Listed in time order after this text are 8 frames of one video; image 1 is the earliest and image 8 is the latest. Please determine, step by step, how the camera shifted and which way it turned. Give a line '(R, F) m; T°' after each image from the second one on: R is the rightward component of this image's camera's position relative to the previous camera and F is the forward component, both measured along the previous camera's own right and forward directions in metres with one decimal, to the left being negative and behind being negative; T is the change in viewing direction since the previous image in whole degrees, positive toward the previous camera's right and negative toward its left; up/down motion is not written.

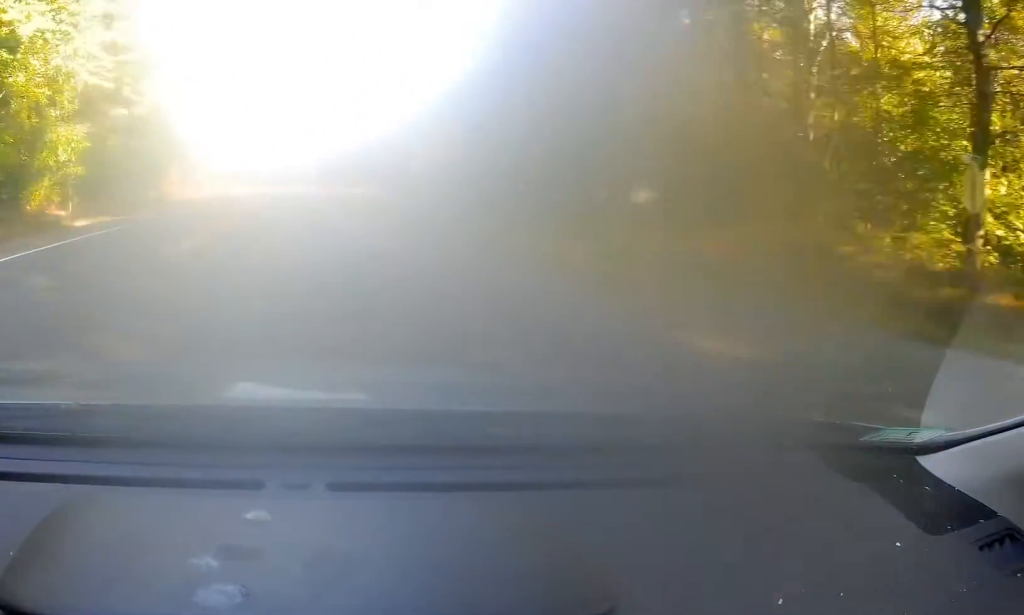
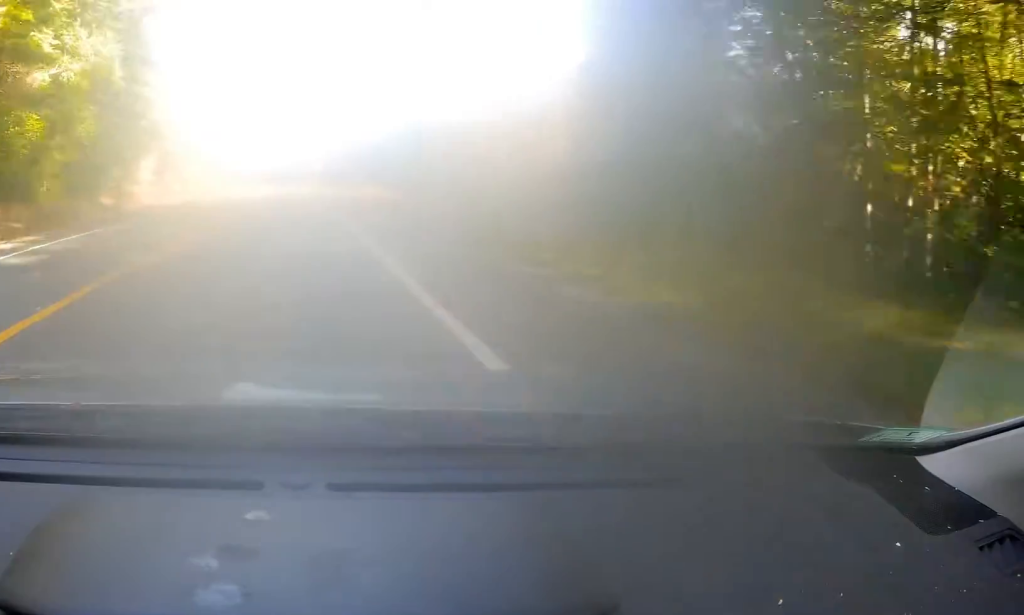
(+0.3, +15.1) m; -1°
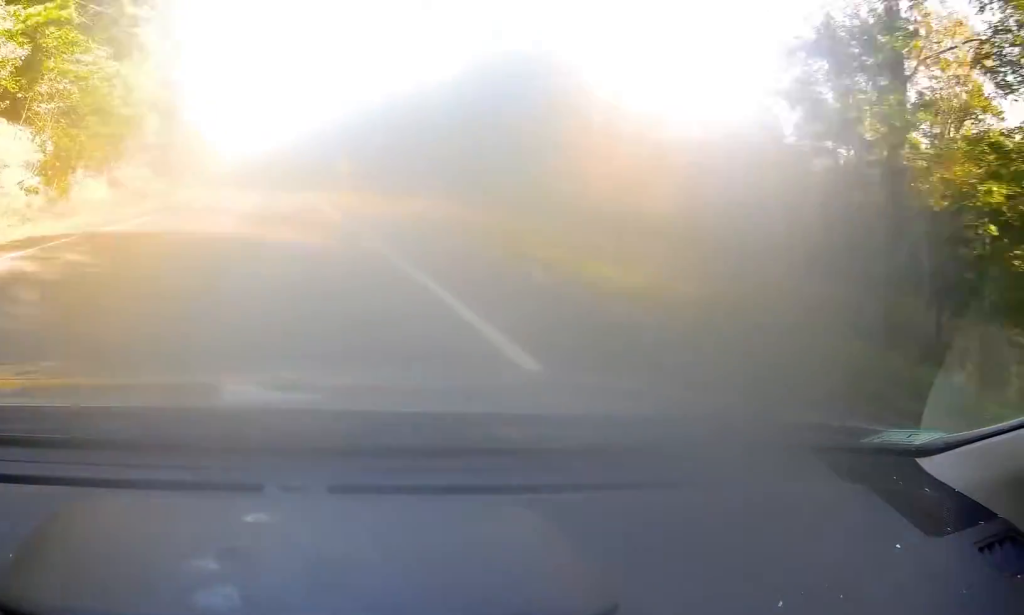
(-1.2, +32.0) m; -2°
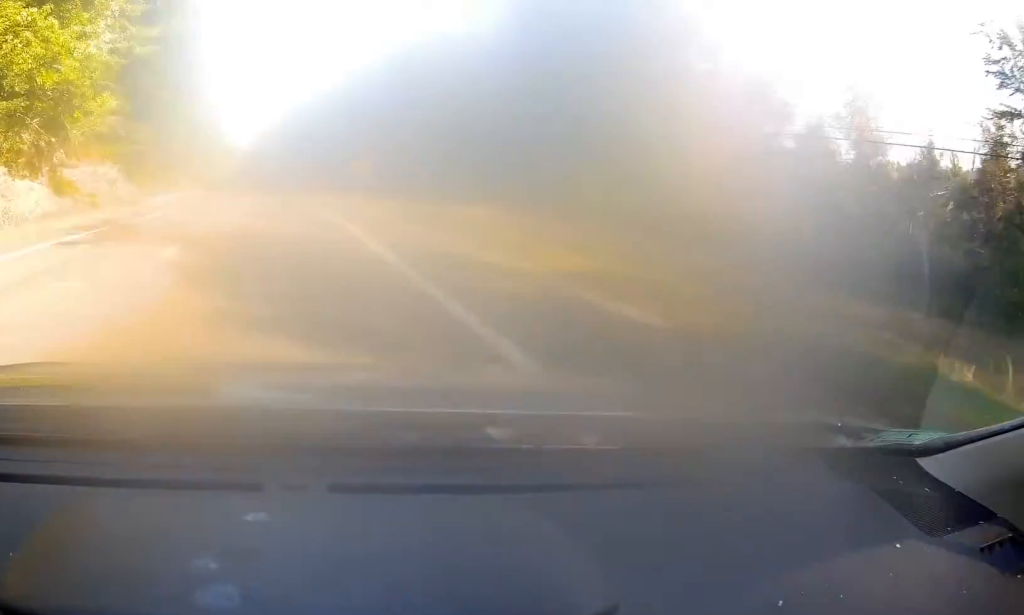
(+0.1, +13.0) m; 0°
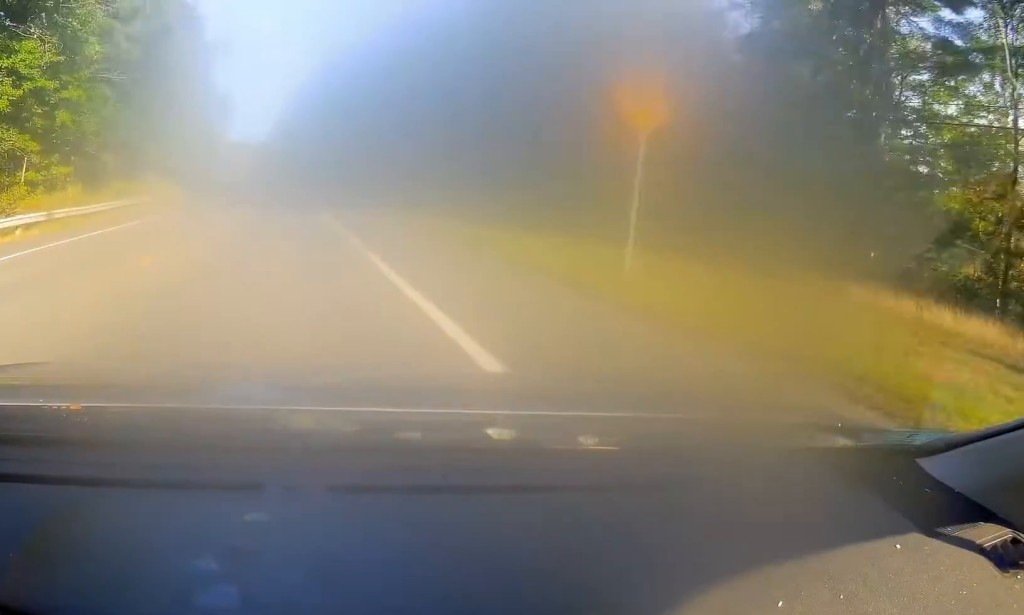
(-0.6, +37.3) m; -2°
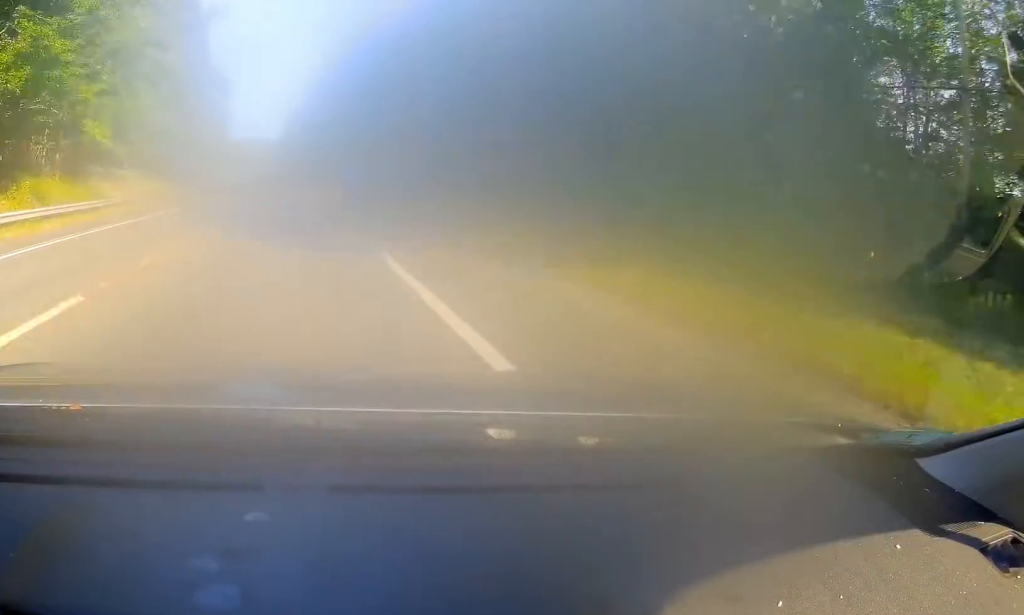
(-0.2, +18.1) m; -2°
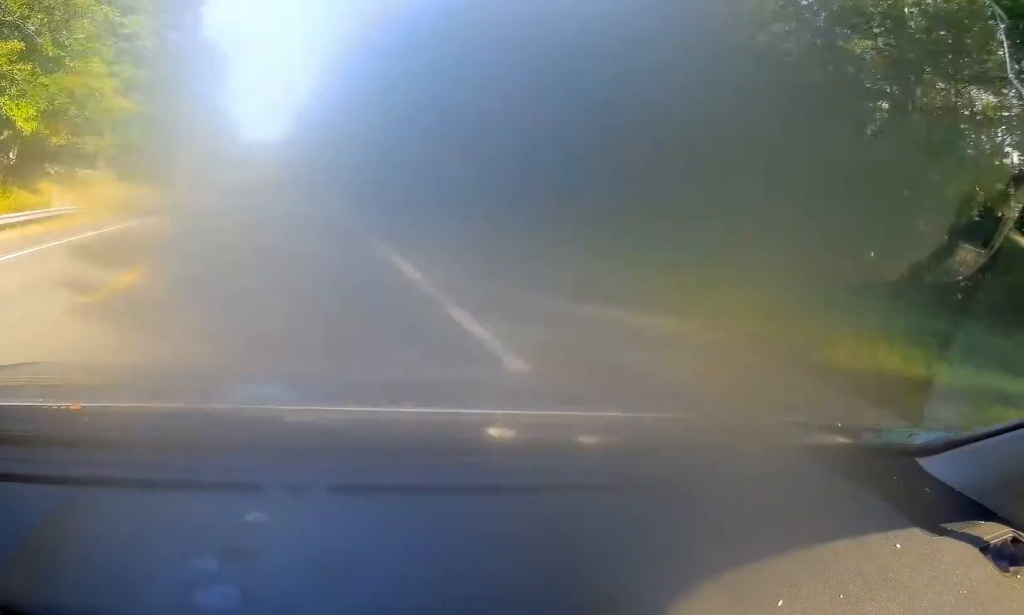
(+0.2, +9.3) m; -1°
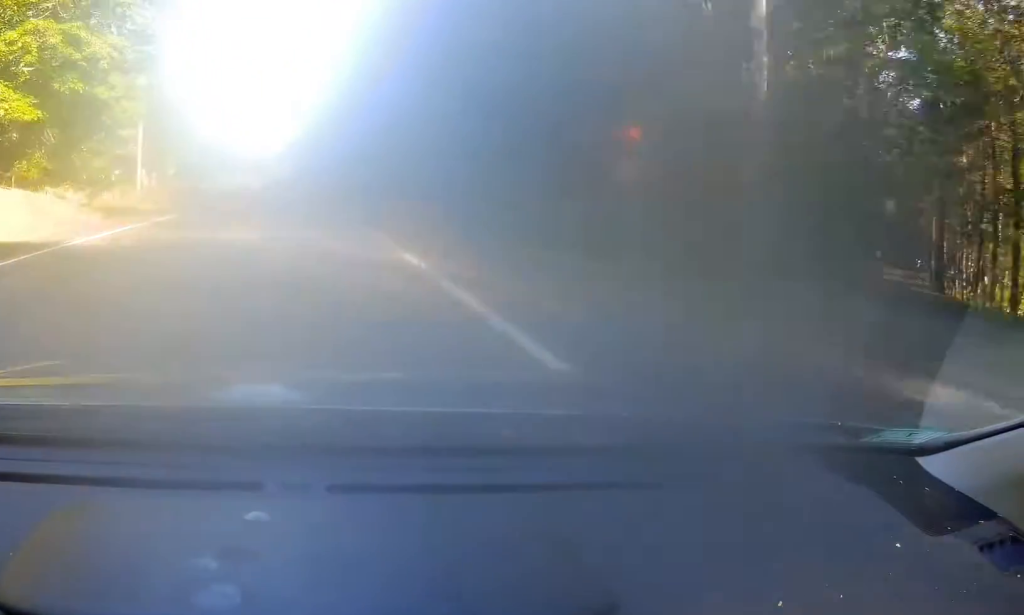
(-0.8, +21.2) m; -2°
